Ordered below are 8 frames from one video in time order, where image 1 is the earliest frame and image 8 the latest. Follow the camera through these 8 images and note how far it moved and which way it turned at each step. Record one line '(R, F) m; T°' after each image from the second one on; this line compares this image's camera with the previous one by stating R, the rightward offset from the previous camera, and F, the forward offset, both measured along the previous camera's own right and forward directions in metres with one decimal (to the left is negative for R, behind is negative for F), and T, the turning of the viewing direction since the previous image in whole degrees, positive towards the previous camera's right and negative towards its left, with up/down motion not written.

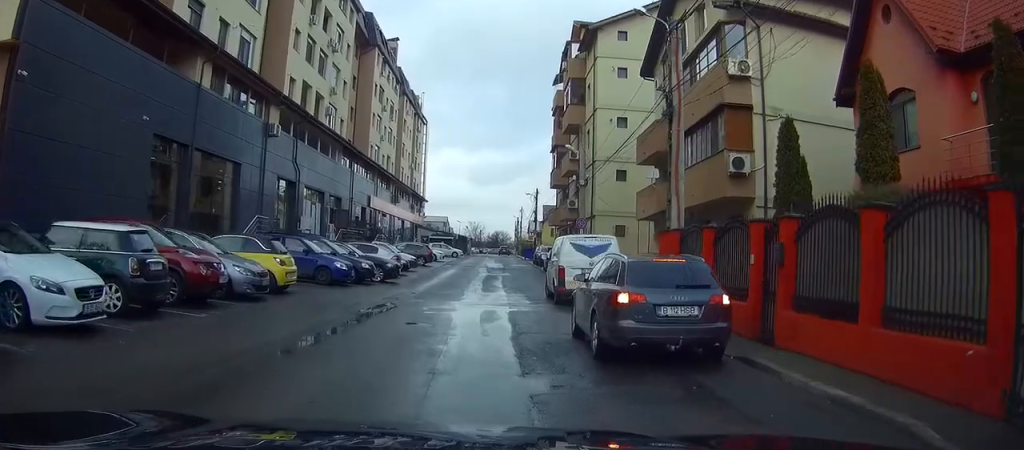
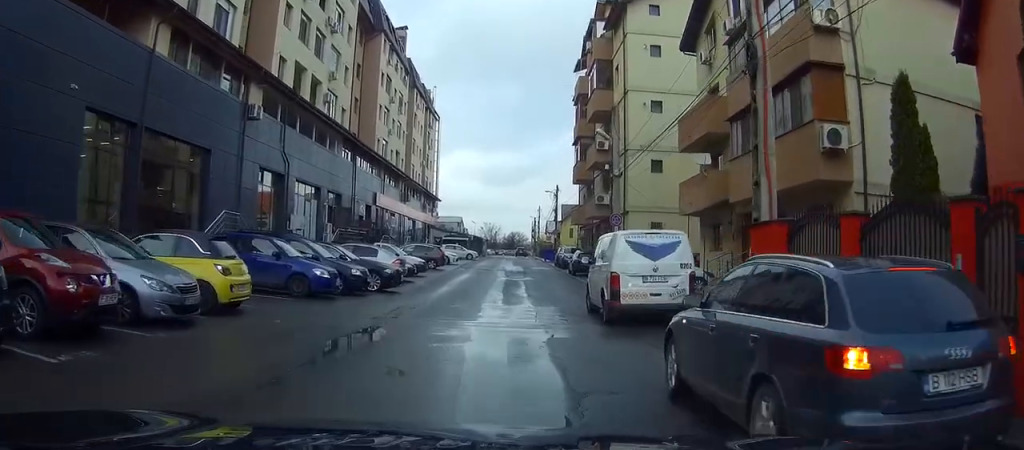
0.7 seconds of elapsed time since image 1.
(+0.1, +5.3) m; +1°
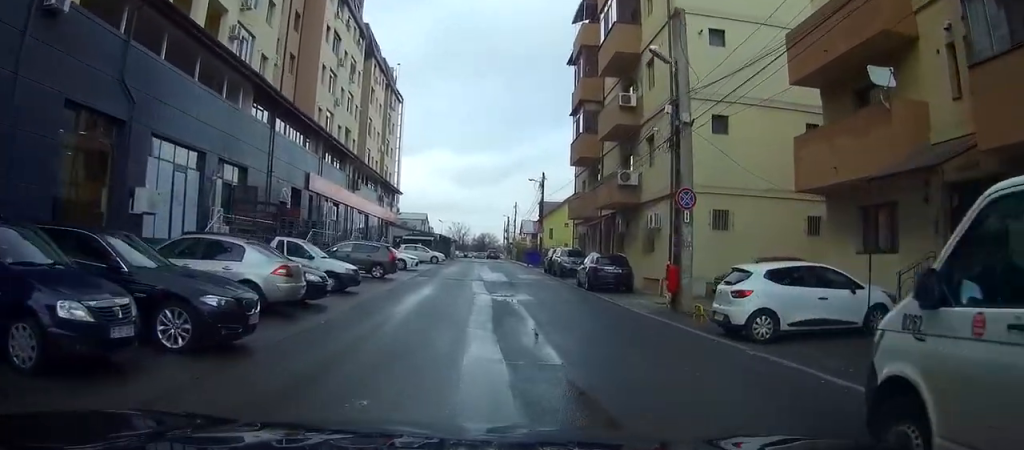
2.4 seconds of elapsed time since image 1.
(+0.1, +15.1) m; +2°
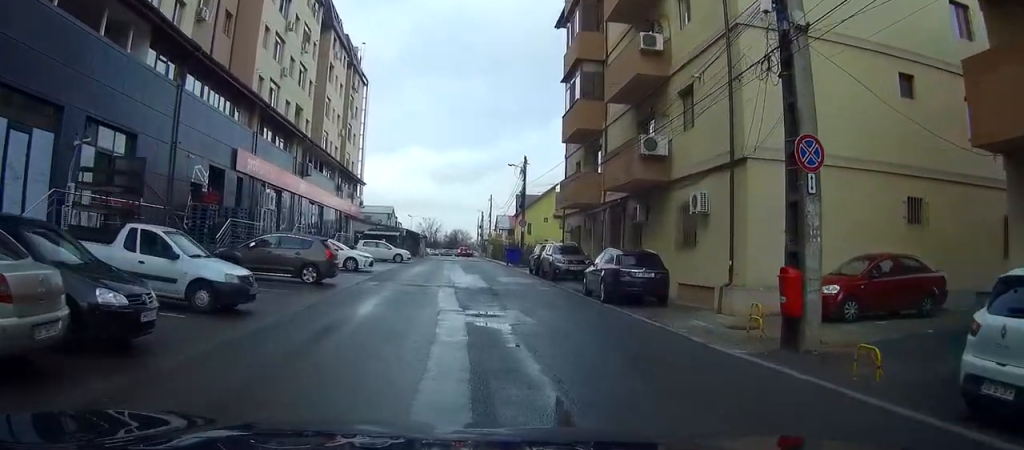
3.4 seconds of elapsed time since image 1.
(+0.3, +8.7) m; +1°
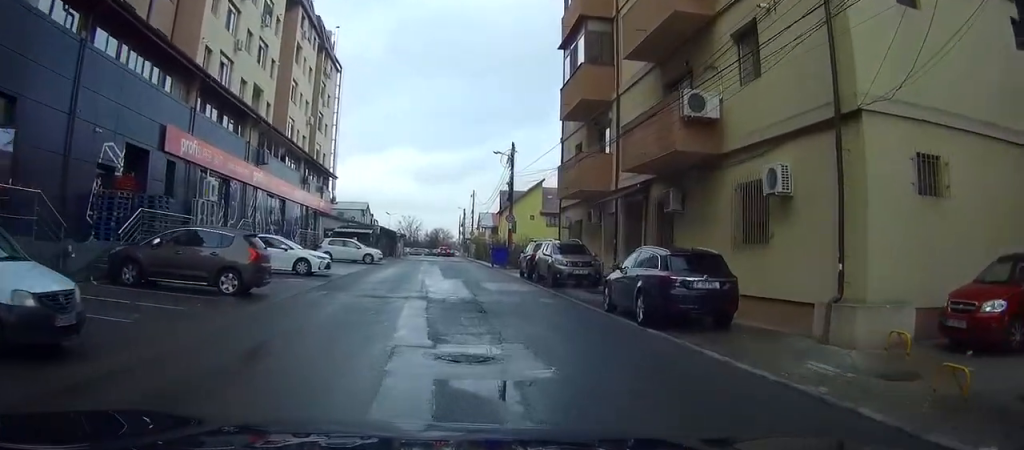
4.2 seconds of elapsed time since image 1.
(-0.1, +5.8) m; 0°
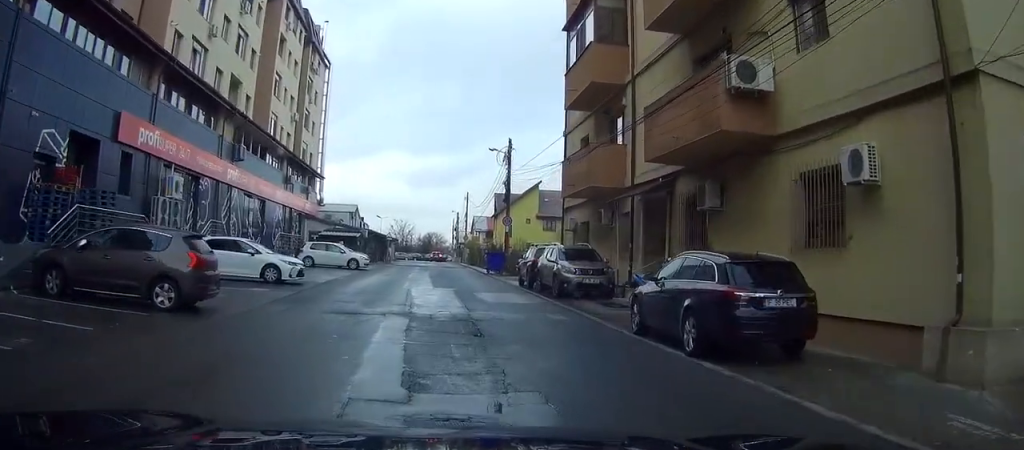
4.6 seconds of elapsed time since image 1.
(0.0, +3.2) m; +1°
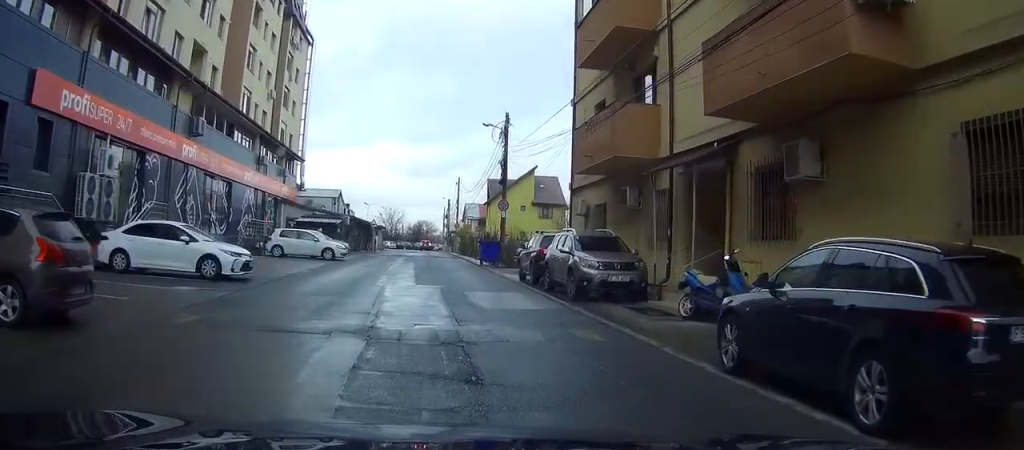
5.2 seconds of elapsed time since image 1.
(0.0, +4.8) m; +2°
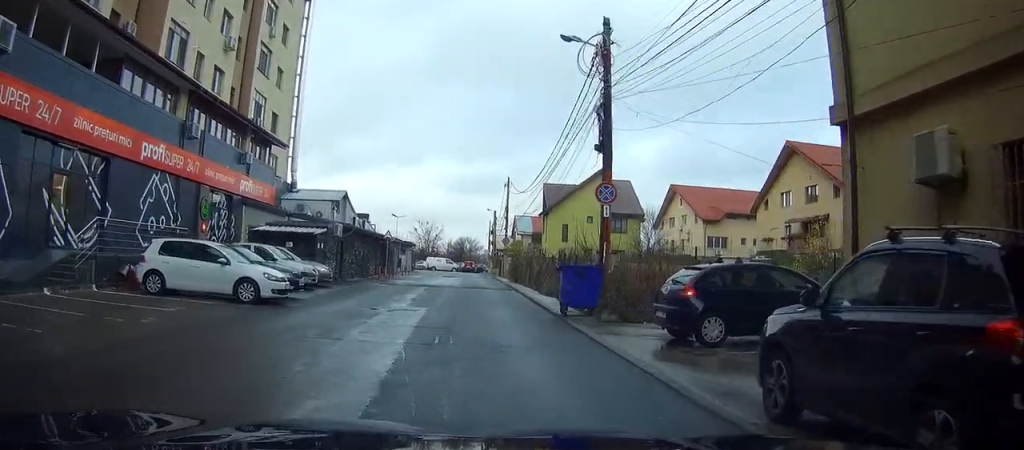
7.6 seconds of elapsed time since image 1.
(-0.9, +18.7) m; -6°
